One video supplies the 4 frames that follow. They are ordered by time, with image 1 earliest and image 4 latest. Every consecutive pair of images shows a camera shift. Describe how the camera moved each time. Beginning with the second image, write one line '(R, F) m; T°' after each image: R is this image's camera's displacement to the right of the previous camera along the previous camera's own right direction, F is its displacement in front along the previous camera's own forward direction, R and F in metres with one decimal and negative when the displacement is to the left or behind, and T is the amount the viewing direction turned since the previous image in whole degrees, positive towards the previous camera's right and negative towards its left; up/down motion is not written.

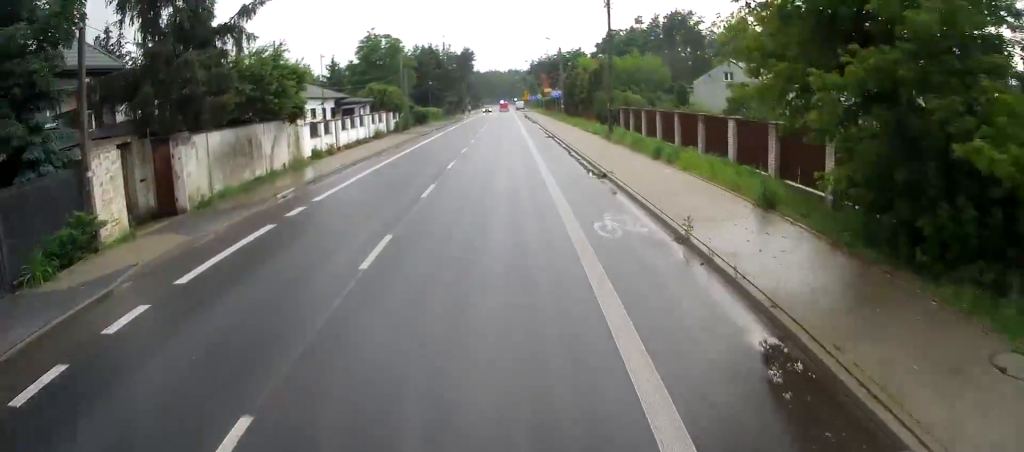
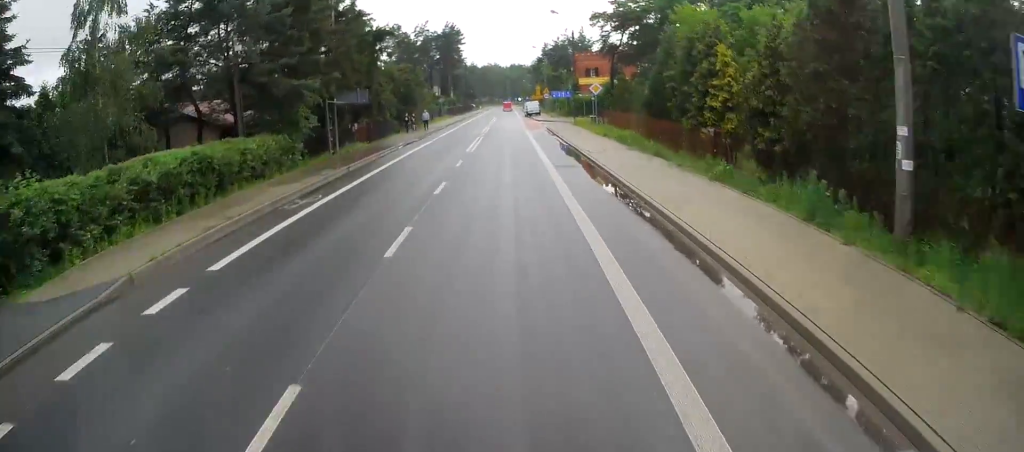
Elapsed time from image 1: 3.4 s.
(-0.7, +57.1) m; 0°
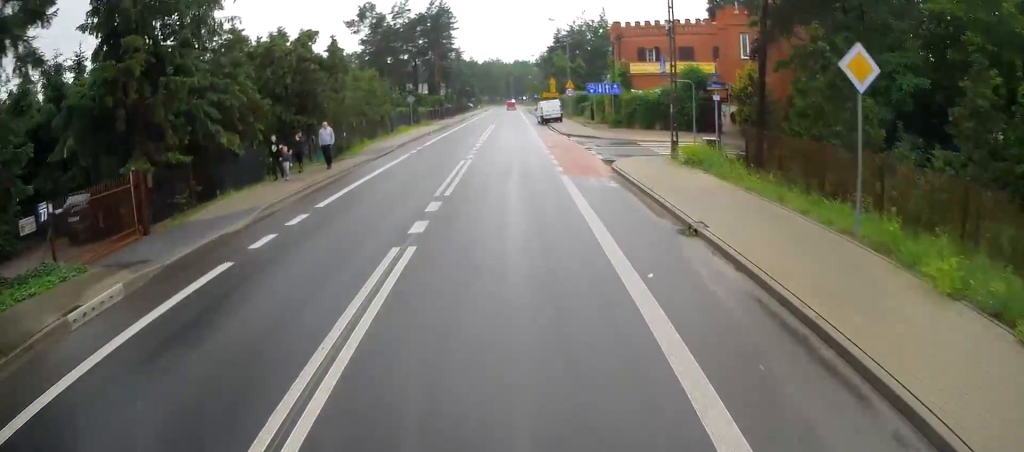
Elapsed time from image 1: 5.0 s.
(-0.2, +27.6) m; -1°
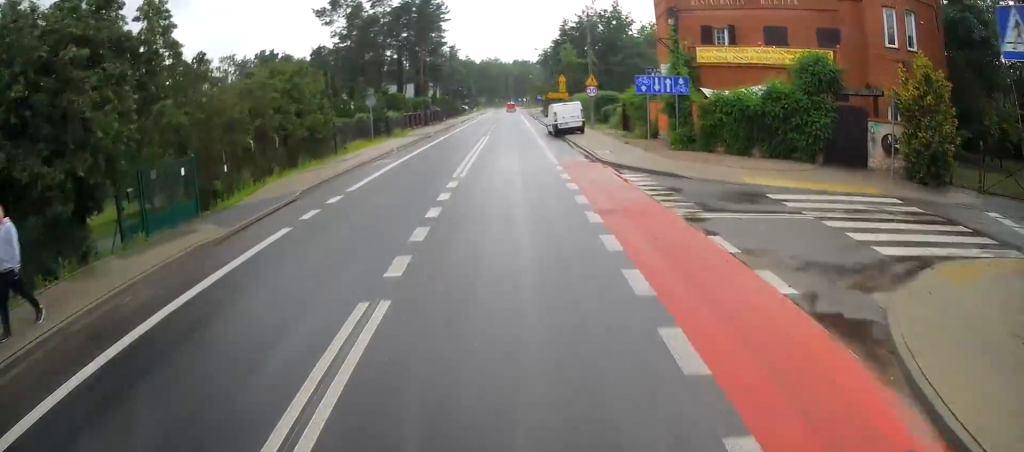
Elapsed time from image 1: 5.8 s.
(0.0, +15.3) m; -1°
